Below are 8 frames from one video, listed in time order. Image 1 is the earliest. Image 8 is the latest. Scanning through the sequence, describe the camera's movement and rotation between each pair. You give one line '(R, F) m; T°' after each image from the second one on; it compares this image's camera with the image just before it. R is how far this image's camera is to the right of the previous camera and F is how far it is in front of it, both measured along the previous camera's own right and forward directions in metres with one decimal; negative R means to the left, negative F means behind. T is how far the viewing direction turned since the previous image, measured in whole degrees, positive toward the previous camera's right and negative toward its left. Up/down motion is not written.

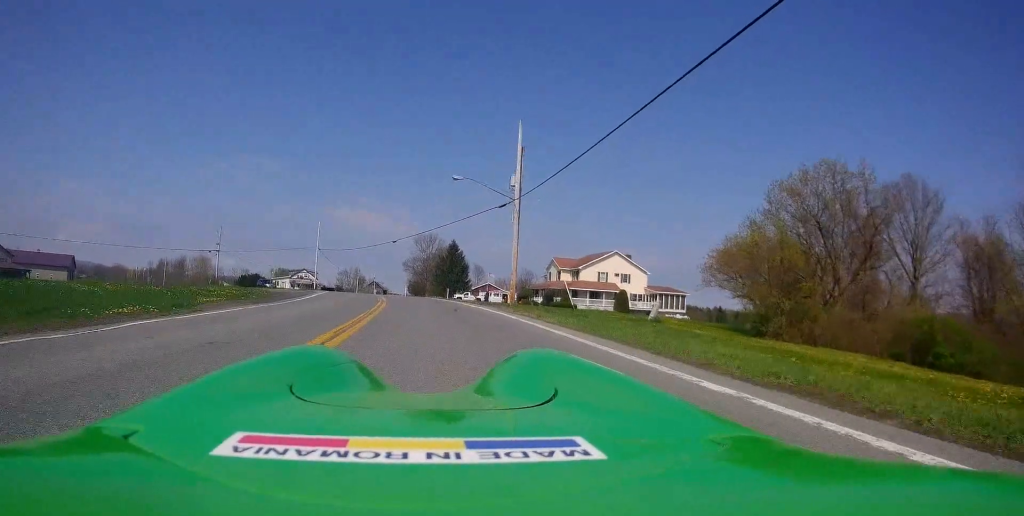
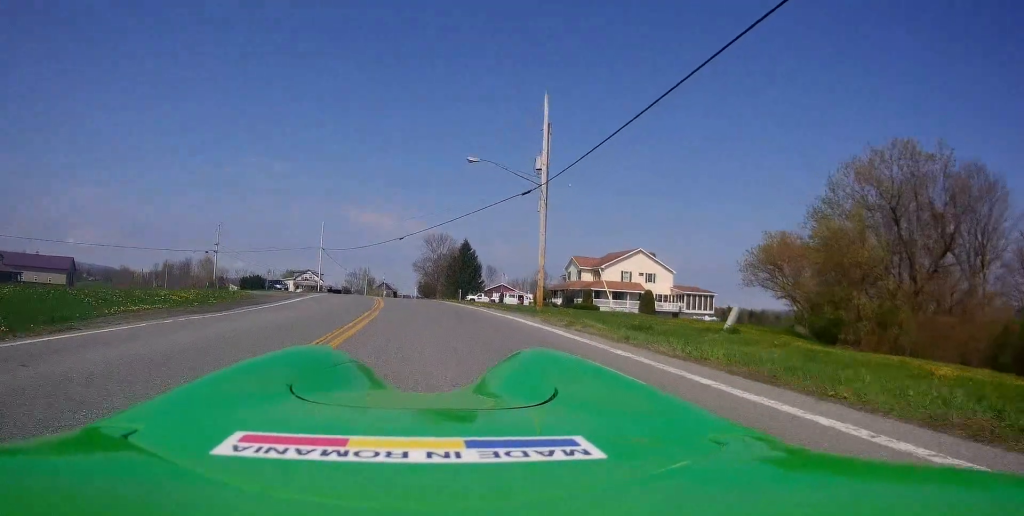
(-0.3, +5.9) m; -1°
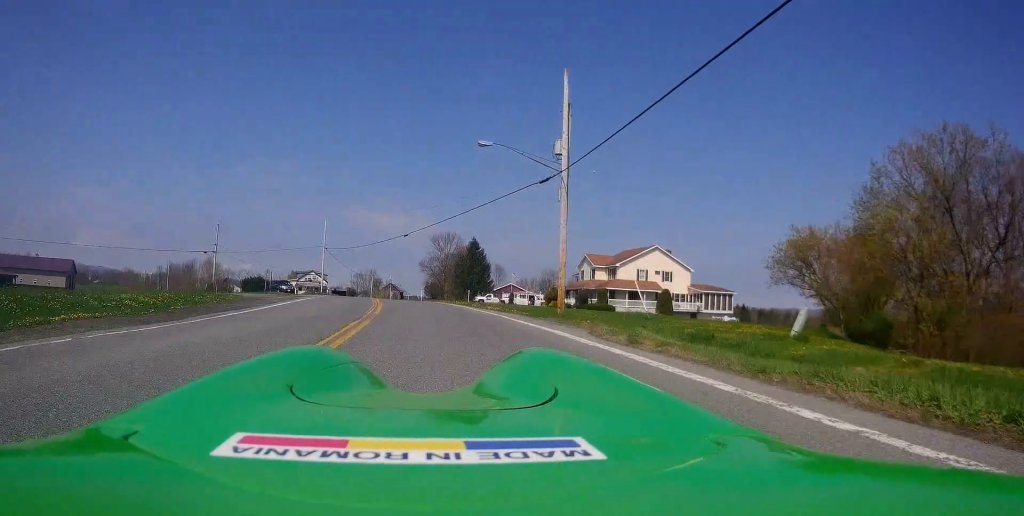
(-0.2, +3.7) m; +1°
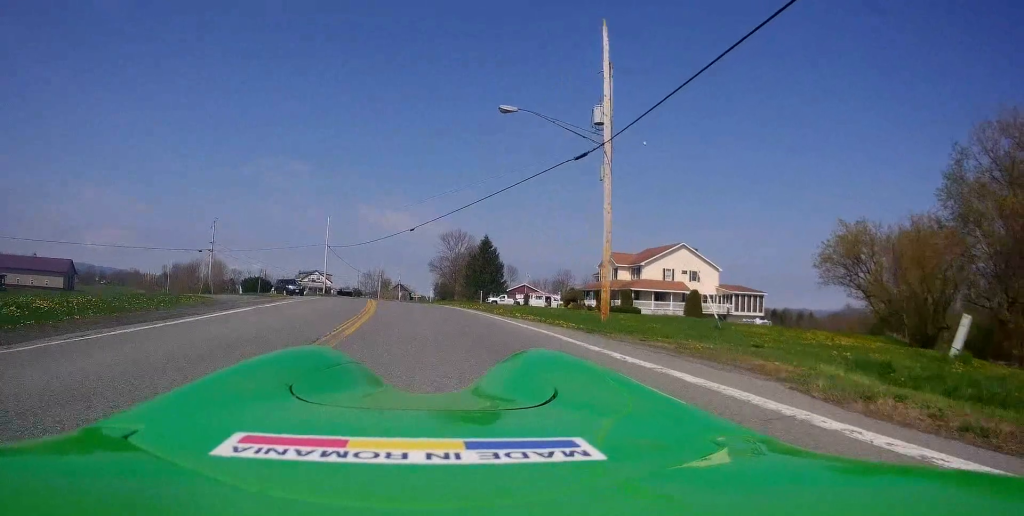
(+0.6, +5.6) m; 0°
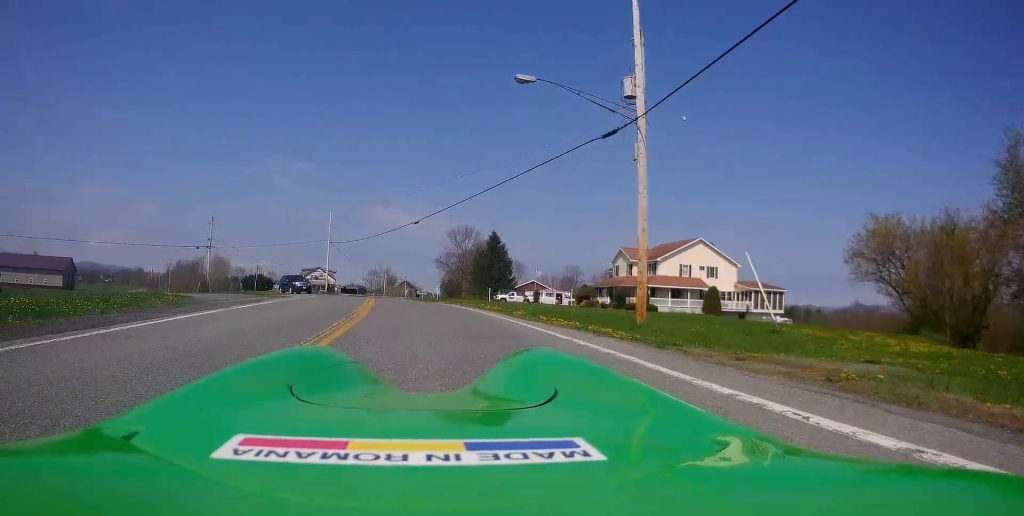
(-0.3, +3.3) m; -2°
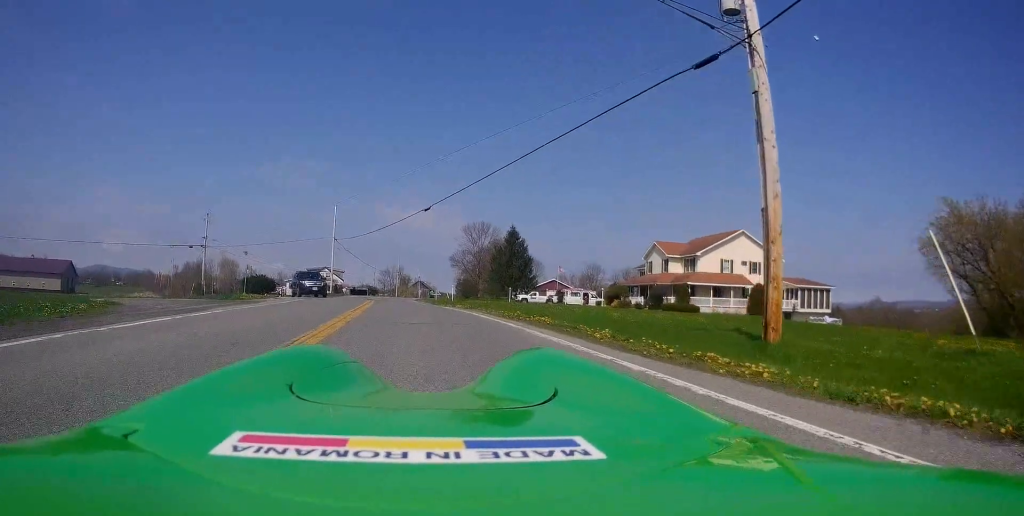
(-0.1, +6.9) m; -2°
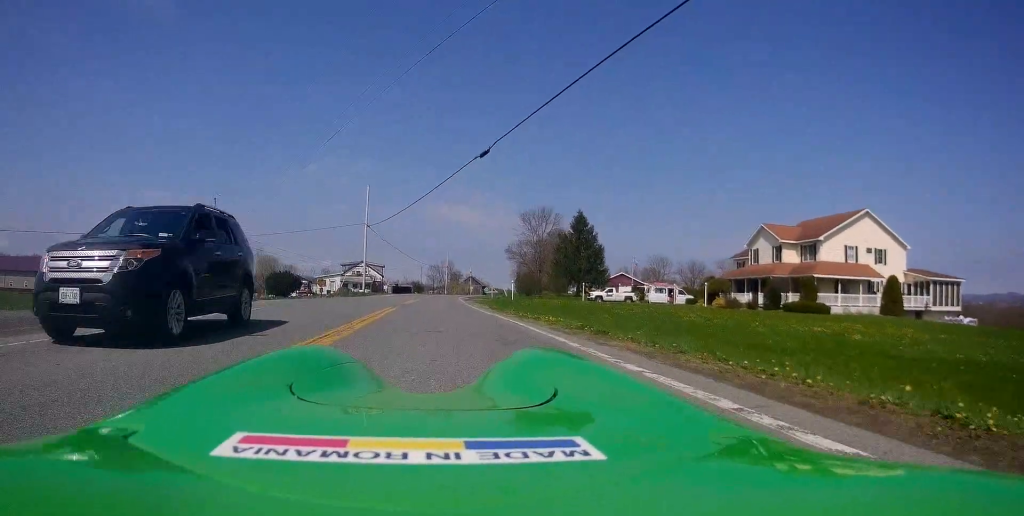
(-0.5, +13.3) m; -5°
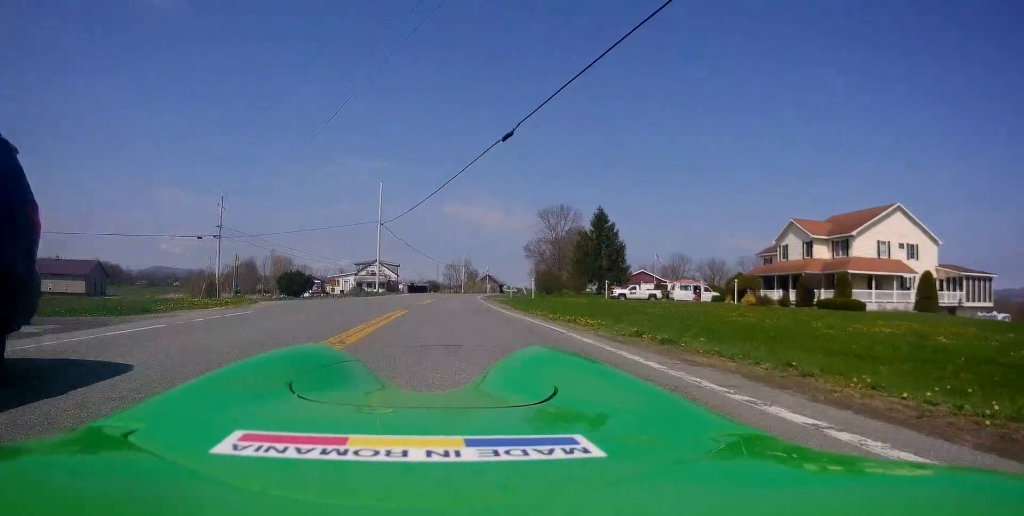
(-0.1, +2.5) m; 0°
